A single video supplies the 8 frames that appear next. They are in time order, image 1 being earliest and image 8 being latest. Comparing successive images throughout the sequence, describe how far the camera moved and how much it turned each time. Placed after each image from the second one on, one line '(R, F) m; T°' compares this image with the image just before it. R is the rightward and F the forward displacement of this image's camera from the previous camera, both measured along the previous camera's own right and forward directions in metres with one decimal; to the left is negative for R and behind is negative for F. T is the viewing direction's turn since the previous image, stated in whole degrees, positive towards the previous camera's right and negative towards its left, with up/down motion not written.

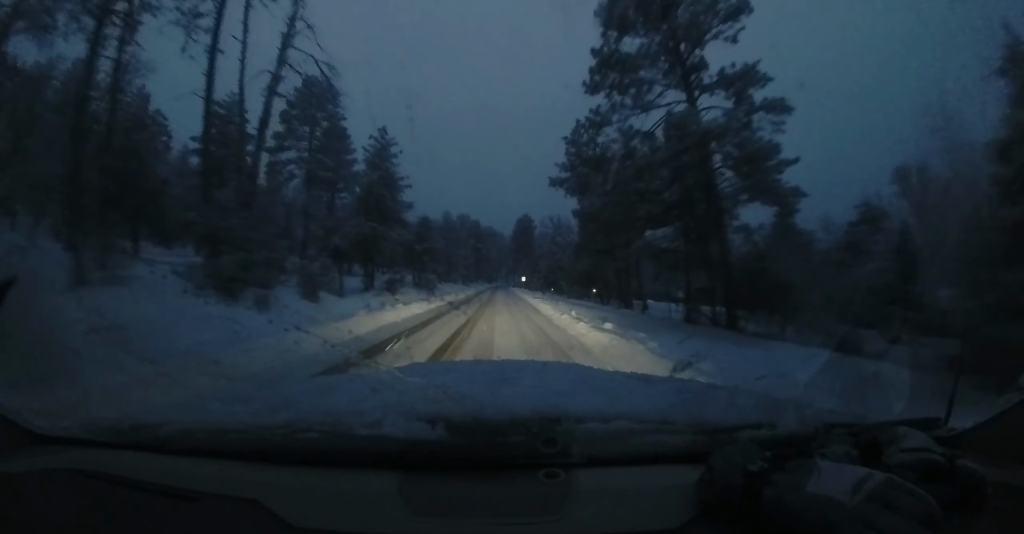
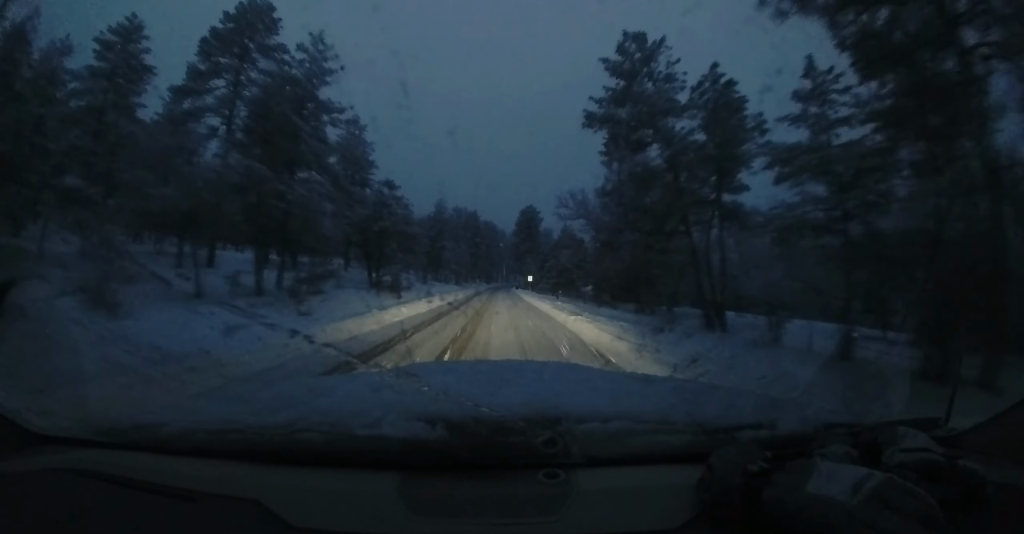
(+0.4, +13.7) m; +2°
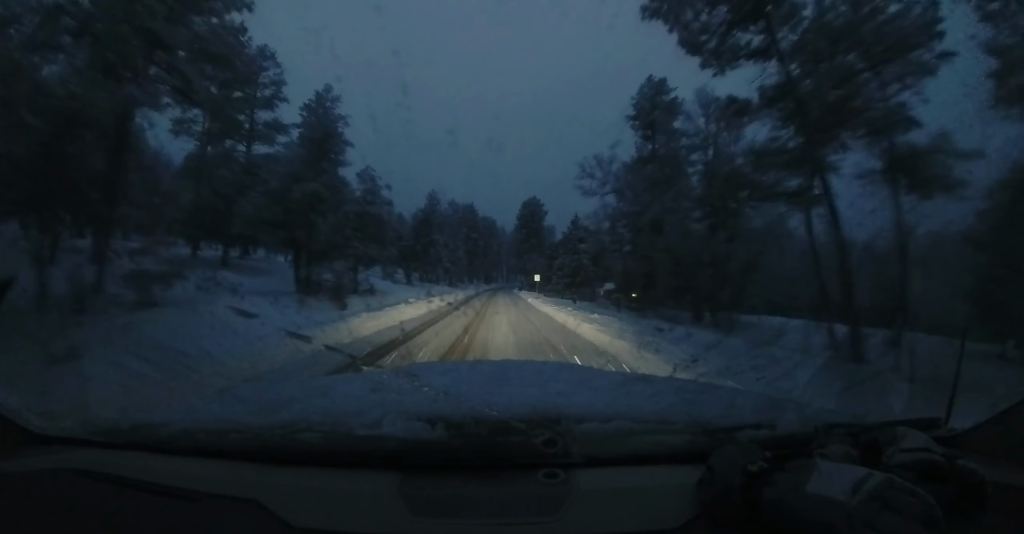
(+0.2, +9.7) m; 0°
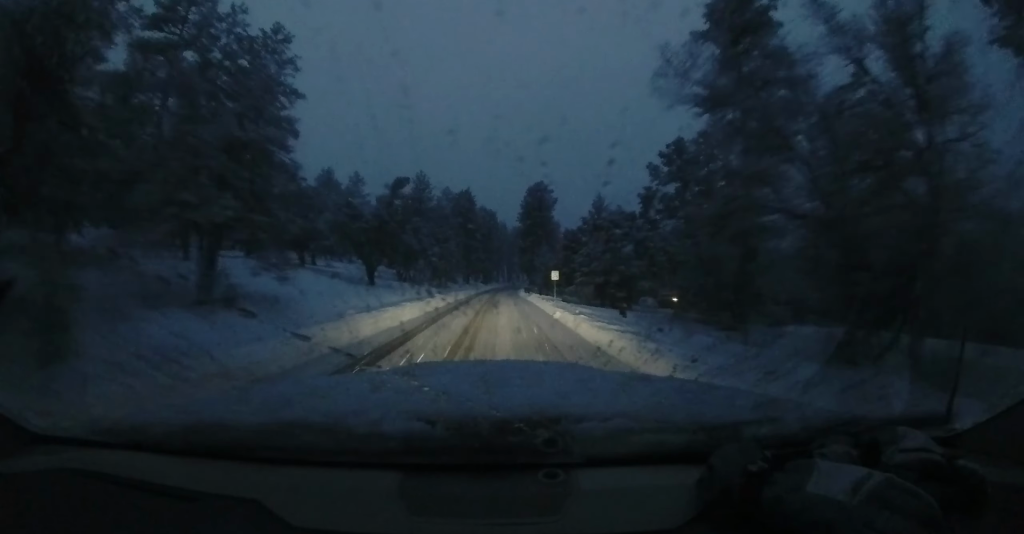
(-0.1, +13.0) m; +2°
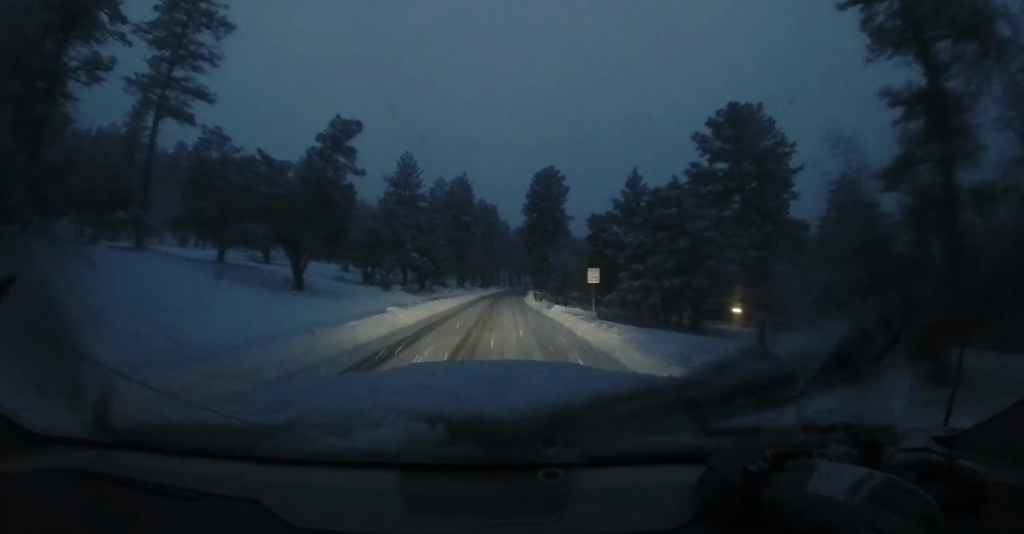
(+0.6, +11.6) m; 0°
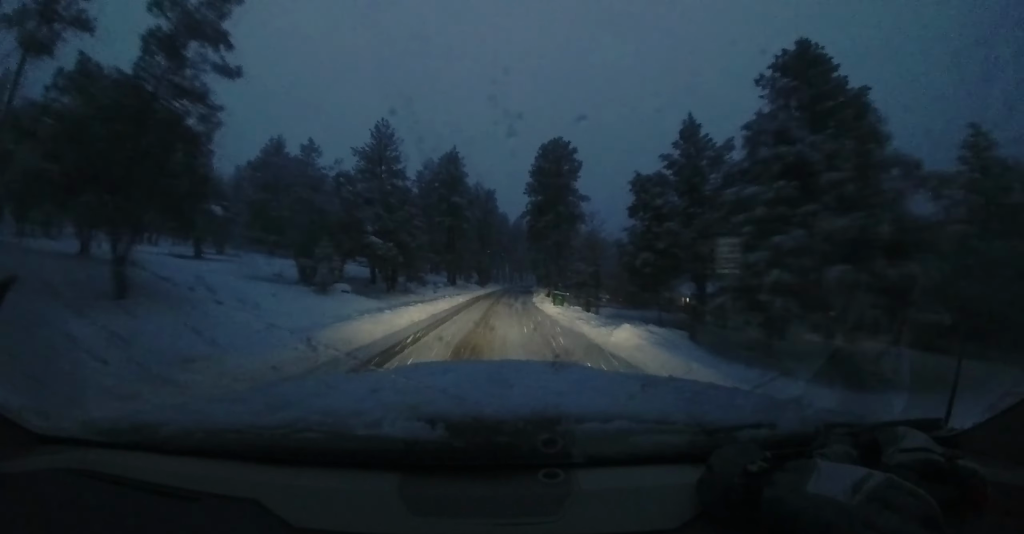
(-0.6, +10.5) m; -2°
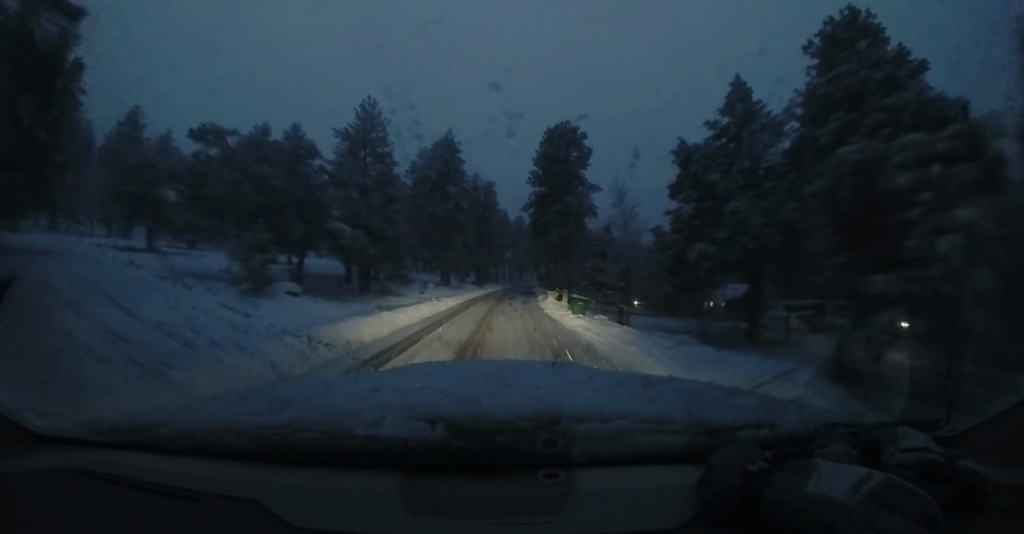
(+0.1, +5.4) m; +1°
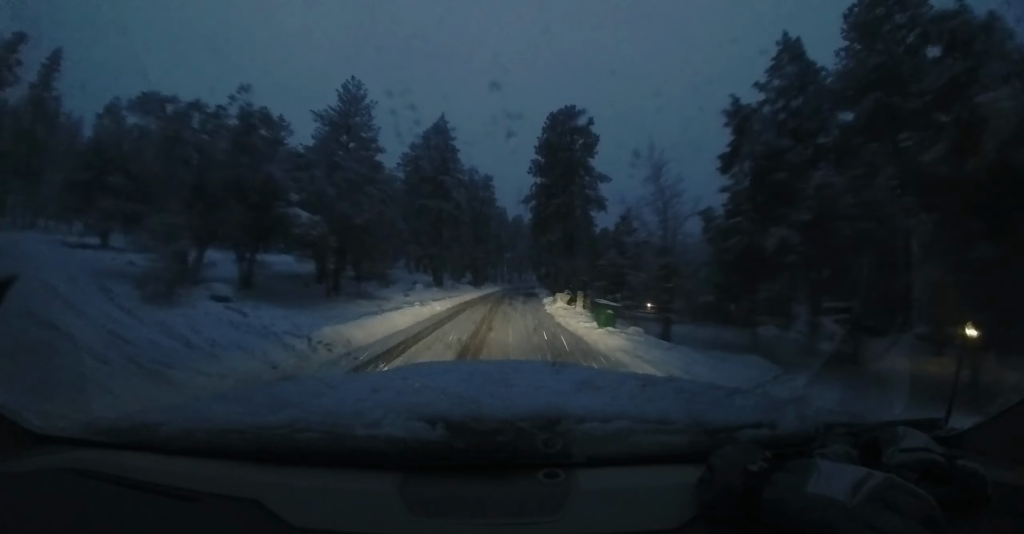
(+0.1, +4.5) m; 0°
